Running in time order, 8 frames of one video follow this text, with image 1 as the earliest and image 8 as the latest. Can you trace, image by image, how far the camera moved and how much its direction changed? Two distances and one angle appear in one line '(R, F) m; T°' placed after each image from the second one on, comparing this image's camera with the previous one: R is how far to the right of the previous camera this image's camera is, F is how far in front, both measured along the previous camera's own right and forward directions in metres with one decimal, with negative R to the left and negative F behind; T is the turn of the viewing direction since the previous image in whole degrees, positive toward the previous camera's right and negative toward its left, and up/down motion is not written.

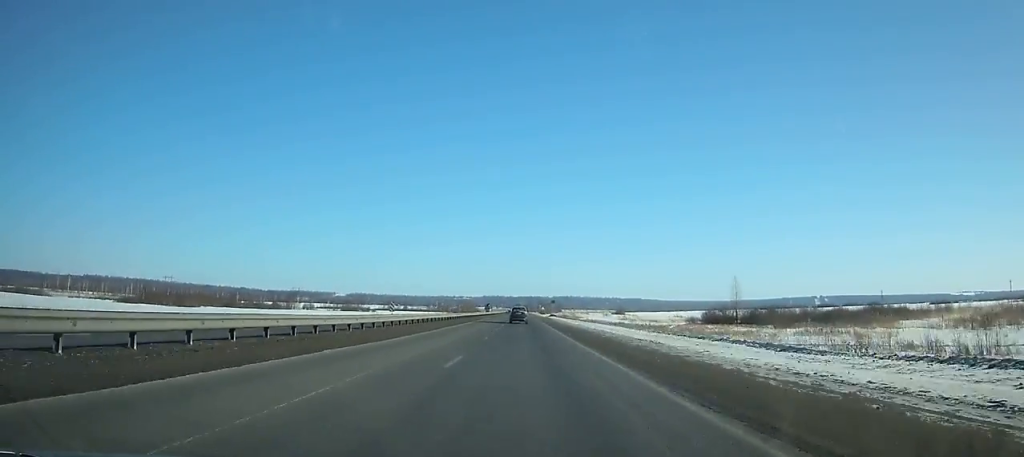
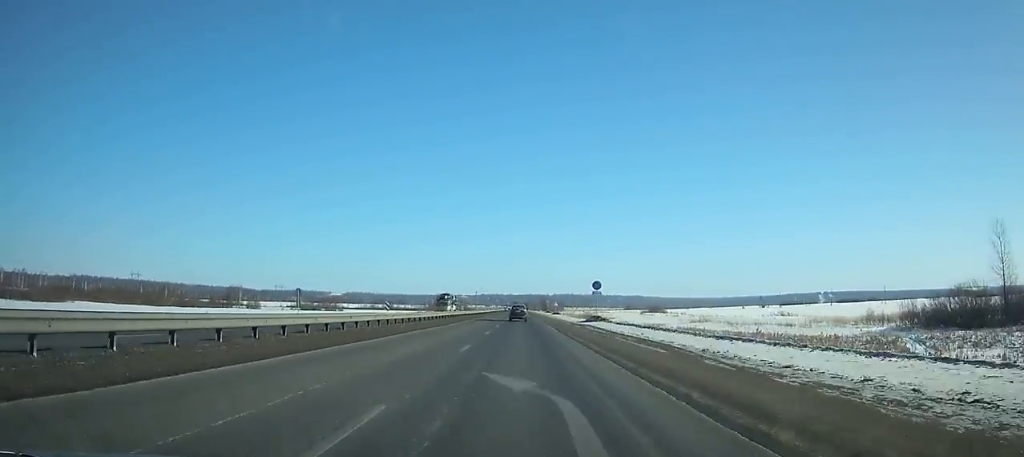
(+0.2, +80.4) m; 0°
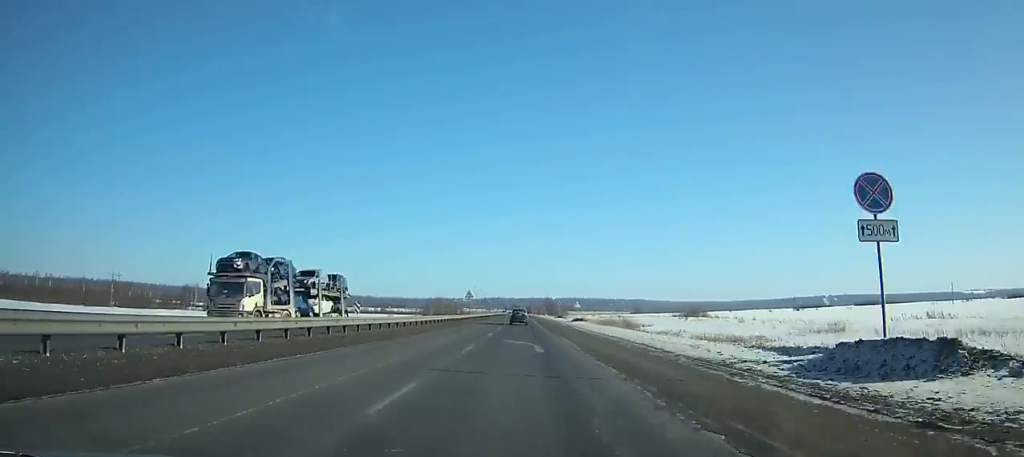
(-0.2, +46.6) m; 0°
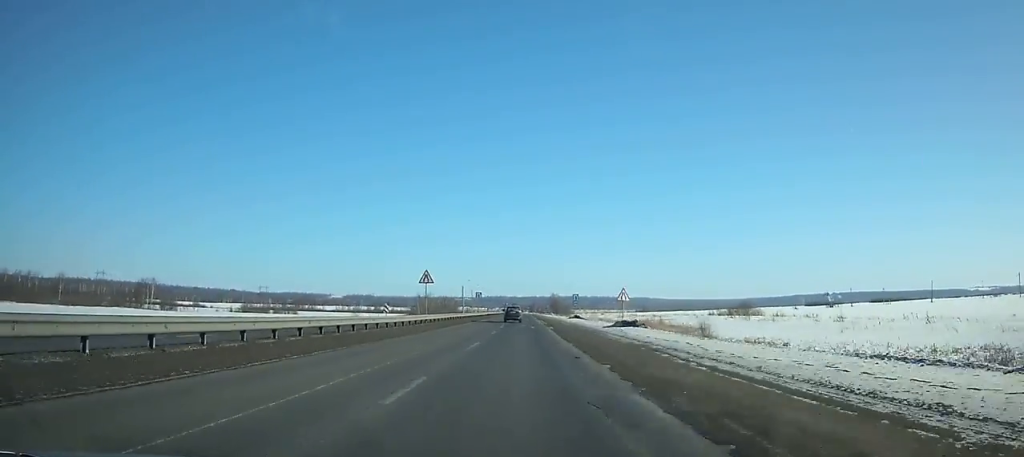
(-0.1, +34.6) m; 0°
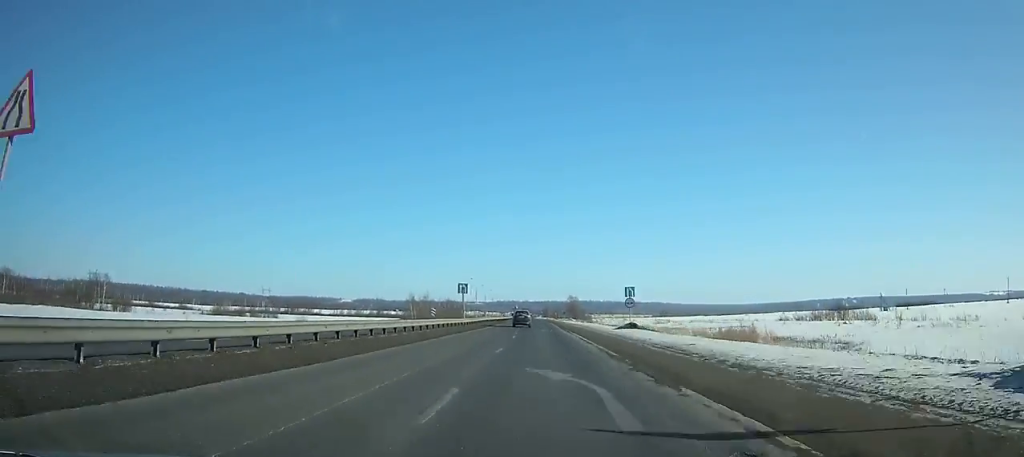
(+0.1, +37.1) m; 0°
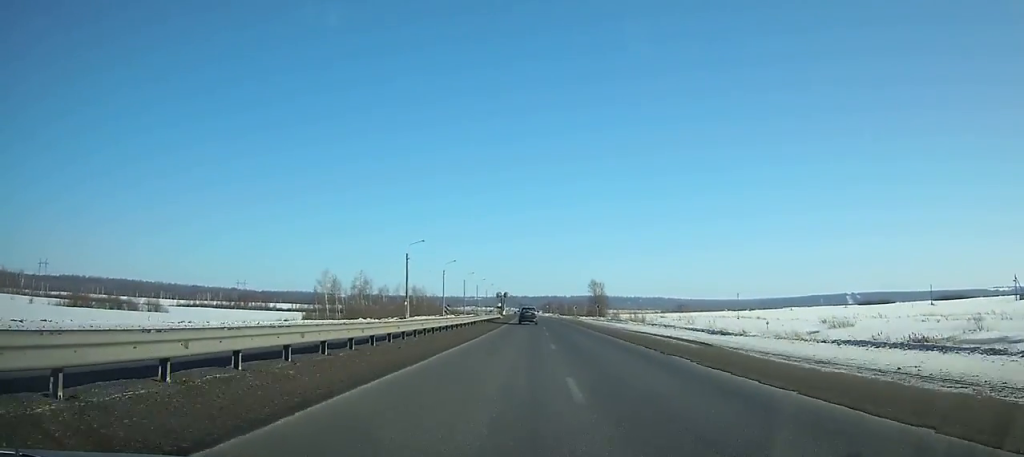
(-0.8, +82.3) m; 0°
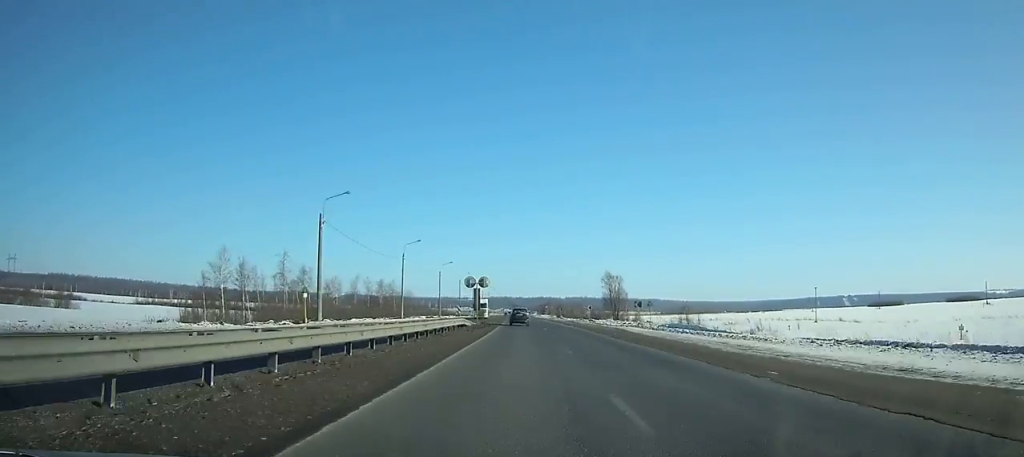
(+0.2, +37.4) m; 0°
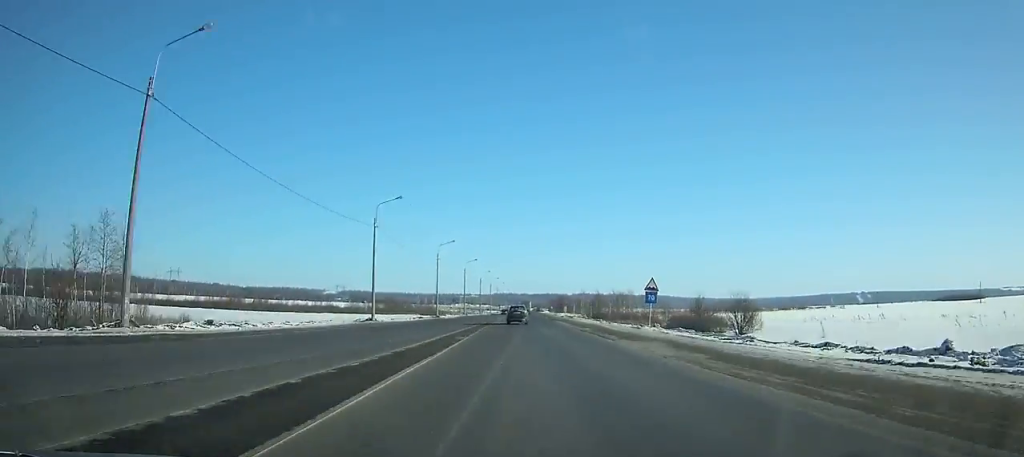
(-0.2, +137.6) m; 0°
